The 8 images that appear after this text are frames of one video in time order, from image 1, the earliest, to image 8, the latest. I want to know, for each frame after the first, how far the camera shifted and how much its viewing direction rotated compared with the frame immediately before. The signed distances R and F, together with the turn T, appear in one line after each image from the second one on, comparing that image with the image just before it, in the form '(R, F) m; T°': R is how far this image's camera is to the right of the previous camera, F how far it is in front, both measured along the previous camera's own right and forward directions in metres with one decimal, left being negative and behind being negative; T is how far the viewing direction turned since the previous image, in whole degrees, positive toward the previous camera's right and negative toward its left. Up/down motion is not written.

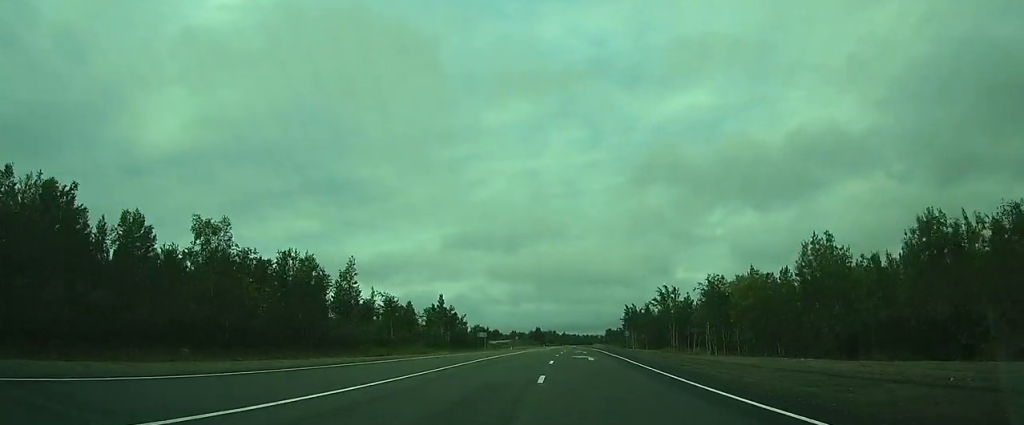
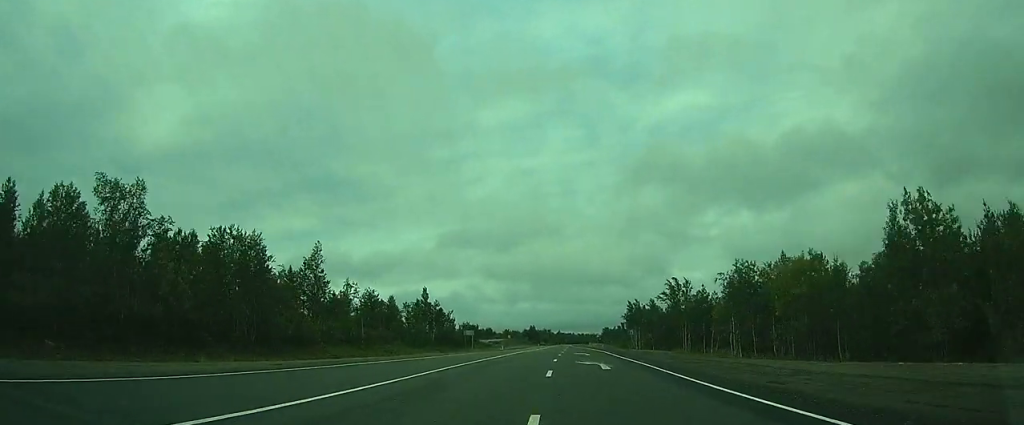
(+0.3, +9.3) m; +1°
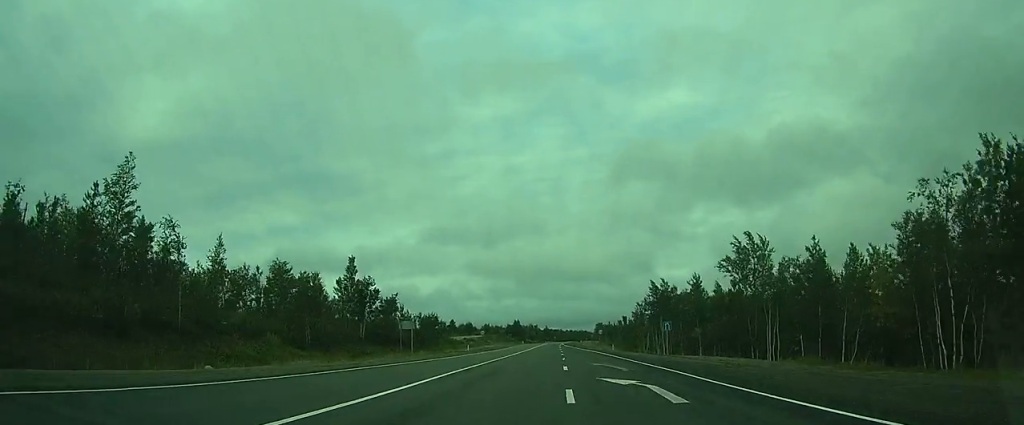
(+0.4, +29.0) m; +3°
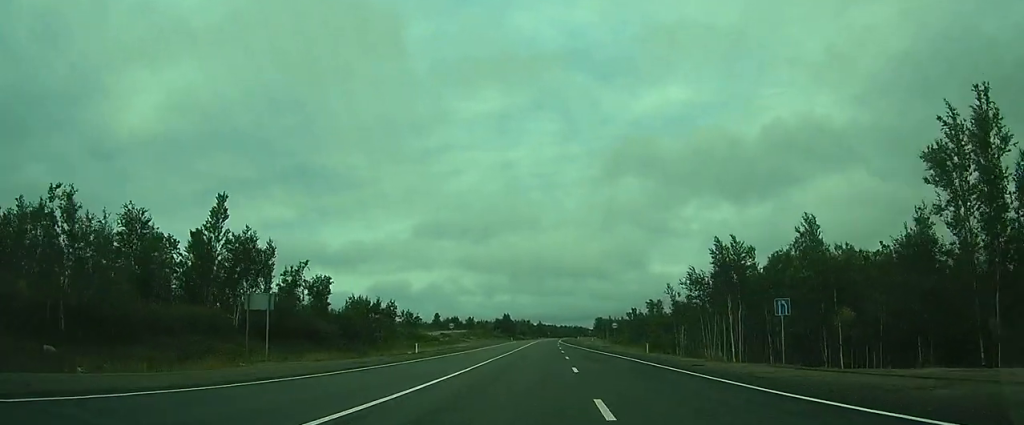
(+0.8, +24.4) m; +2°
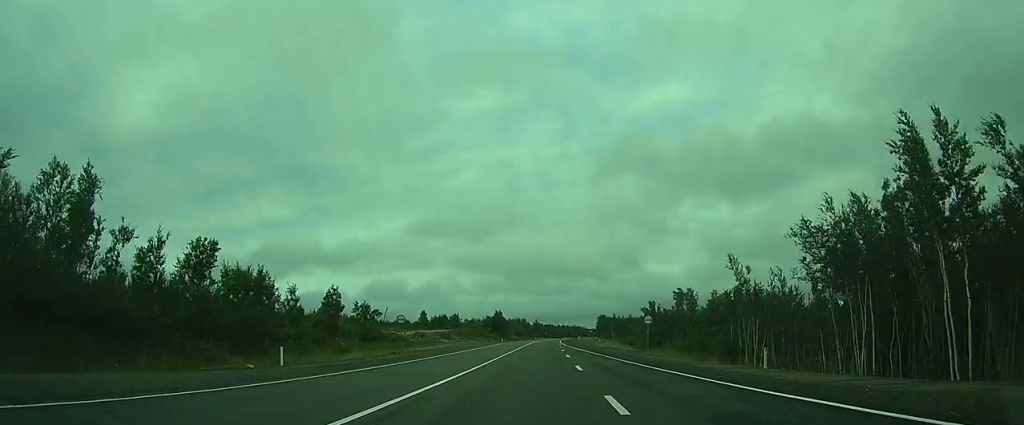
(+0.1, +21.4) m; +1°
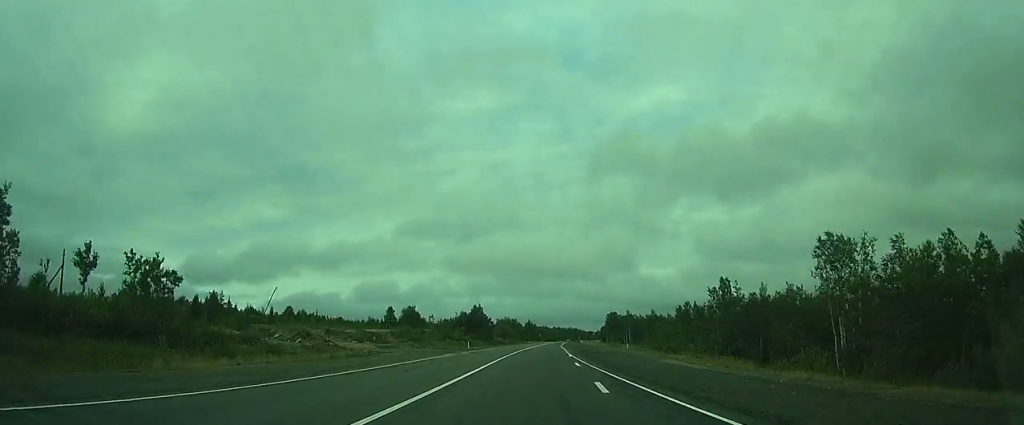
(+0.5, +39.7) m; +1°
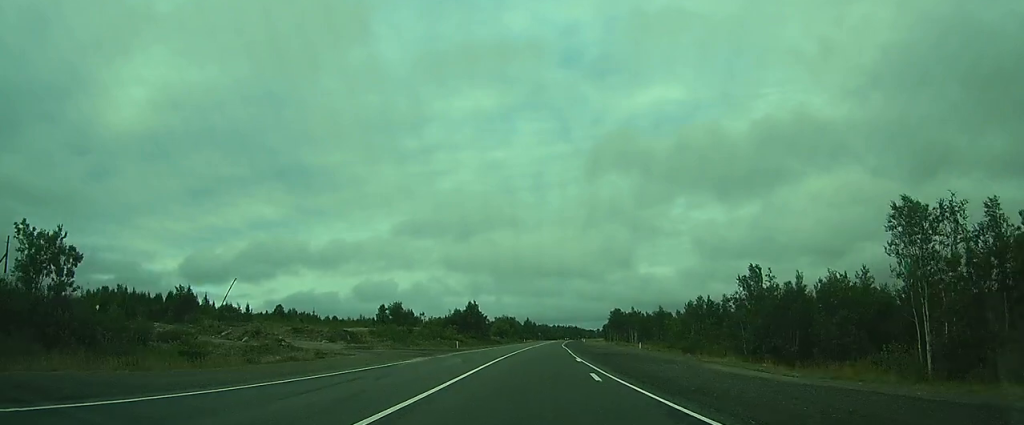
(0.0, +8.2) m; 0°
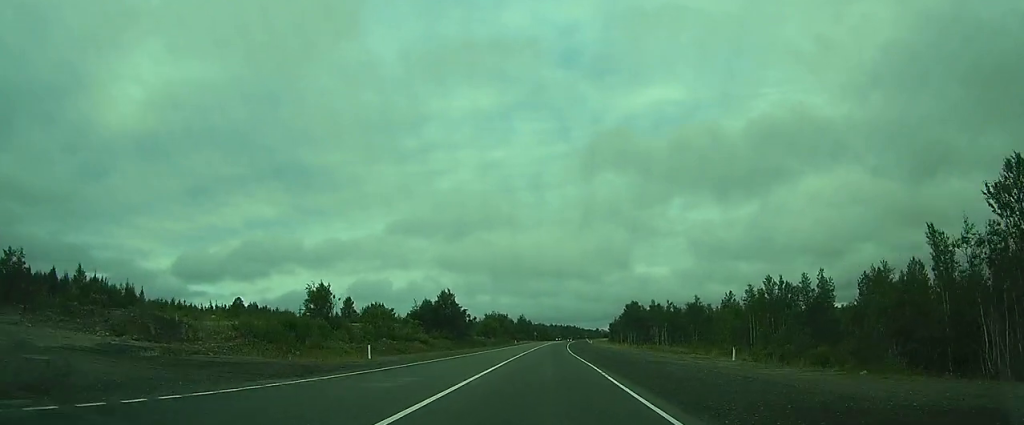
(+0.4, +28.6) m; 0°
